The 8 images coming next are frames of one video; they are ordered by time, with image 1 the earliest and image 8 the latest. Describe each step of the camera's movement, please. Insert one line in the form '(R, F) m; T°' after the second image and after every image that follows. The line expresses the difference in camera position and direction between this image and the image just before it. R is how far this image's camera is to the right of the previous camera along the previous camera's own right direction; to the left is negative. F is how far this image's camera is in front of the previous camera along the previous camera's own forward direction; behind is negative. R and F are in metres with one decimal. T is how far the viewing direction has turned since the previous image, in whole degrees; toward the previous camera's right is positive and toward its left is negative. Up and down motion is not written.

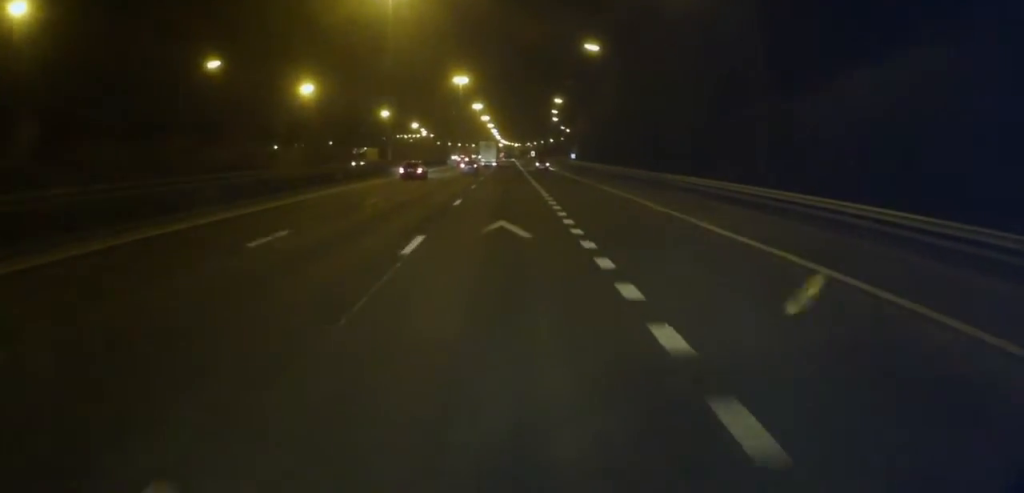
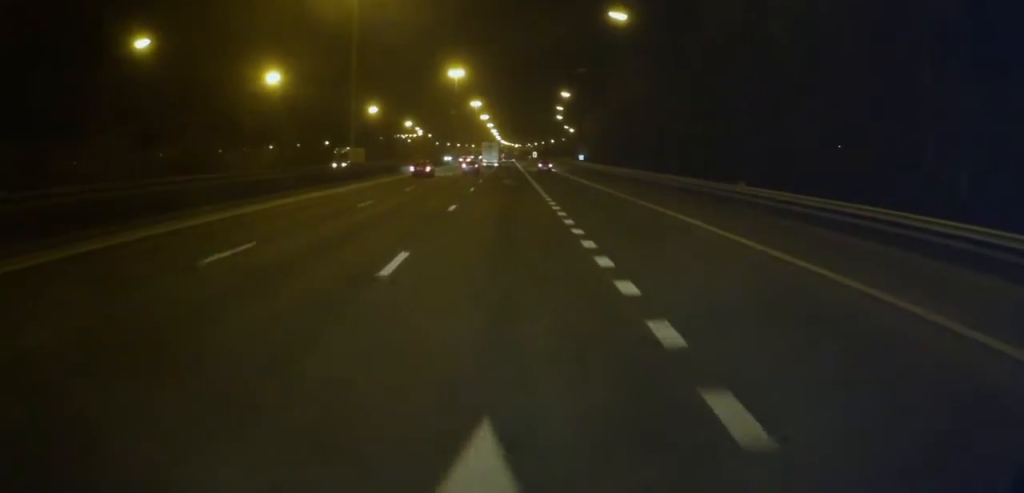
(-0.1, +14.9) m; +1°
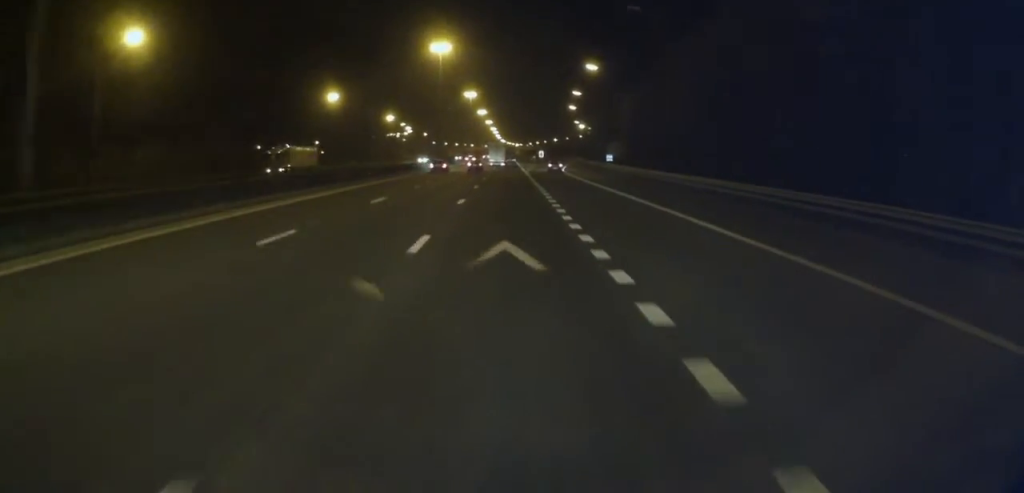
(+0.6, +34.5) m; +1°
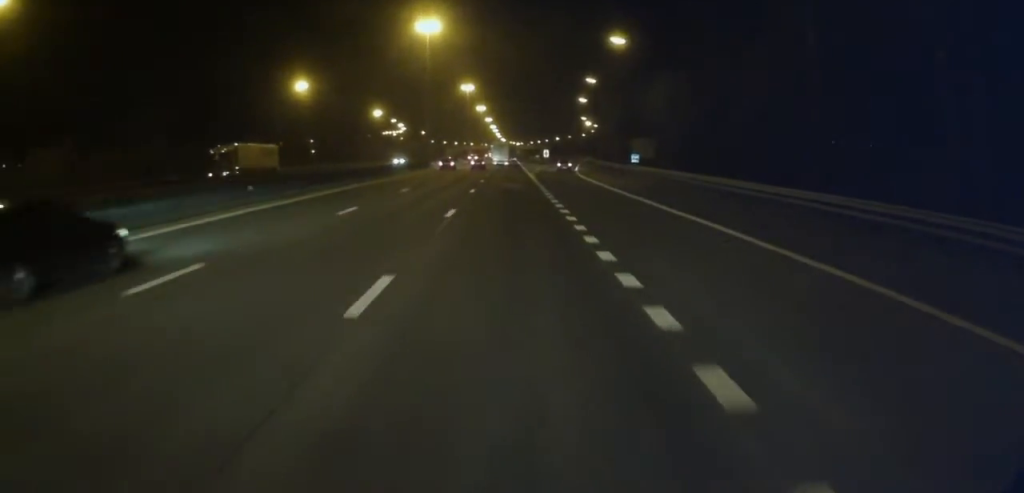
(0.0, +18.1) m; -1°
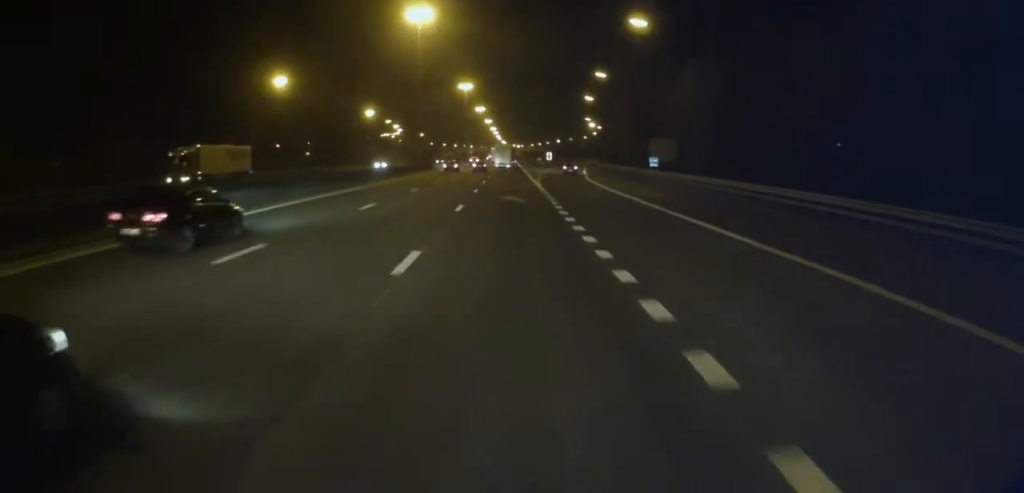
(-0.2, +9.4) m; 0°
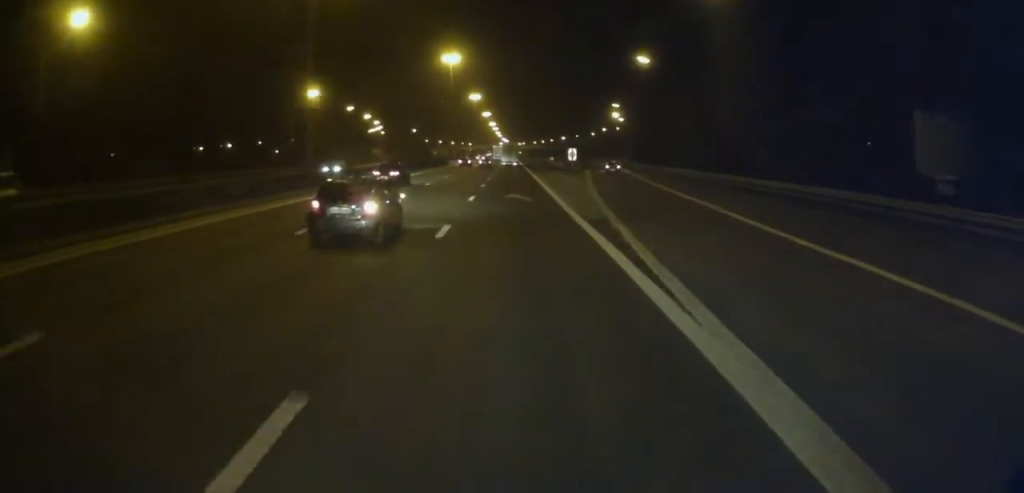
(+0.2, +45.6) m; 0°
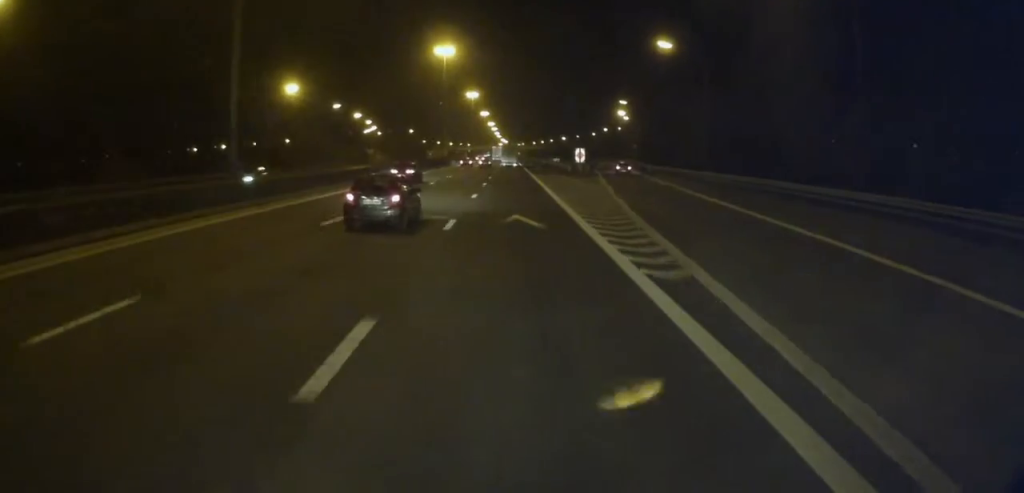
(-0.2, +10.2) m; 0°
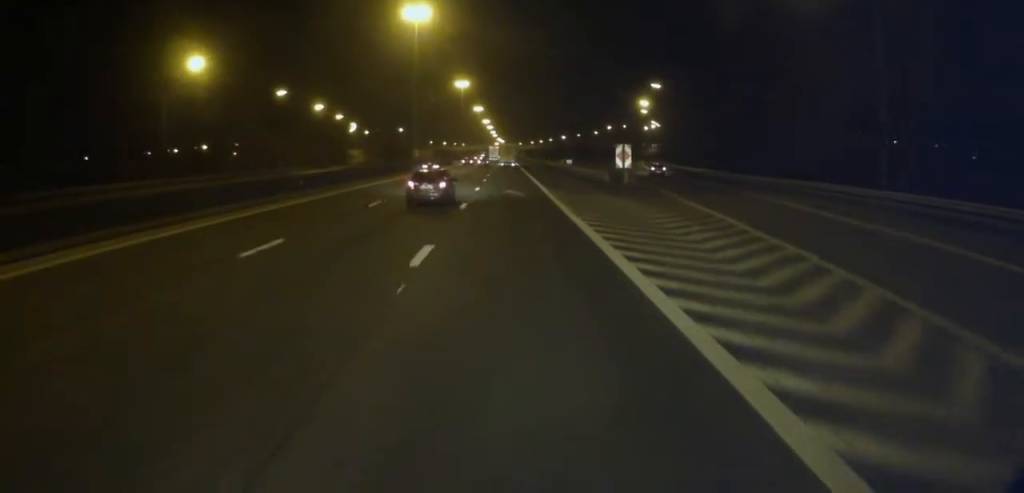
(+0.4, +30.5) m; +1°
